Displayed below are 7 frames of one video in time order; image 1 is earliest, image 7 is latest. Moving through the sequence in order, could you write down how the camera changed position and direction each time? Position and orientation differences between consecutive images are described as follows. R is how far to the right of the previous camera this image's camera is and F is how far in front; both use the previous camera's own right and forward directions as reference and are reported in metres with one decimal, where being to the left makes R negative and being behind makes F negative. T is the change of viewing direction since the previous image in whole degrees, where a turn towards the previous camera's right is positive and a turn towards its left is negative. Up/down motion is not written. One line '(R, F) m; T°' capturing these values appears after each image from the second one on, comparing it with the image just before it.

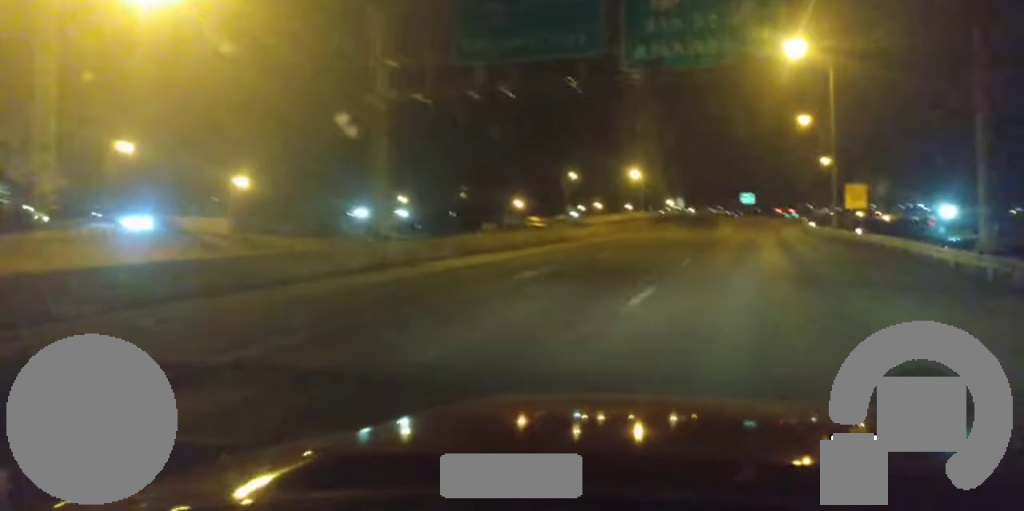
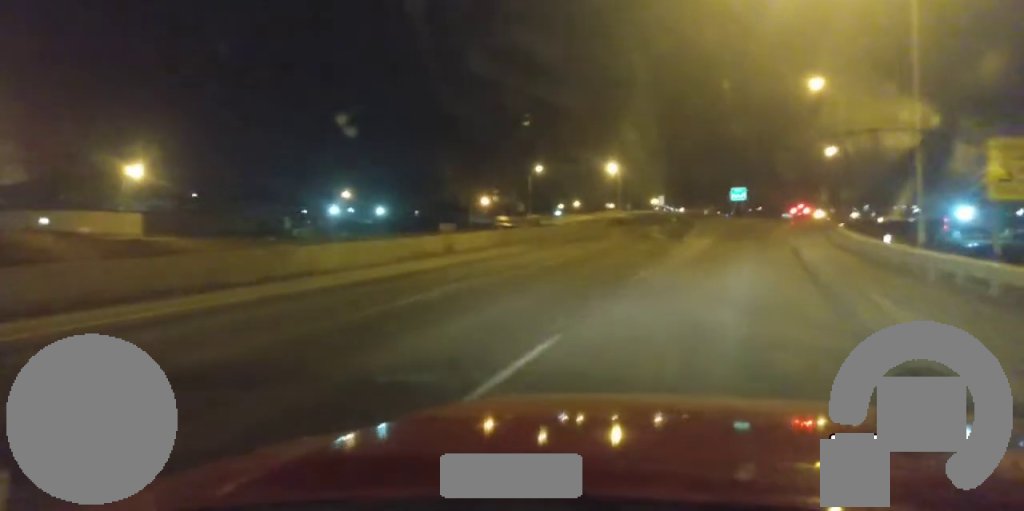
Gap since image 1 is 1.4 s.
(-0.1, +32.8) m; +2°
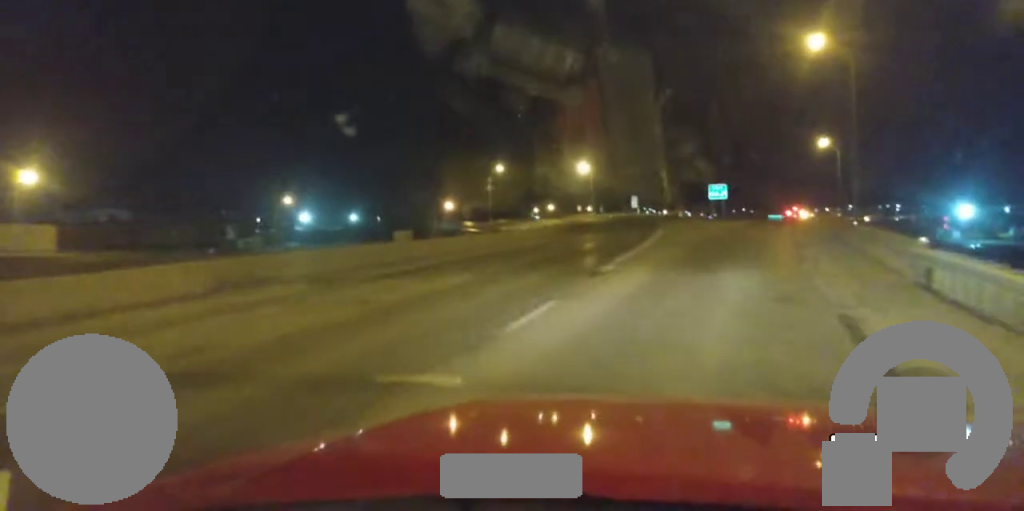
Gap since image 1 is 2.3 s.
(+0.6, +20.8) m; +1°
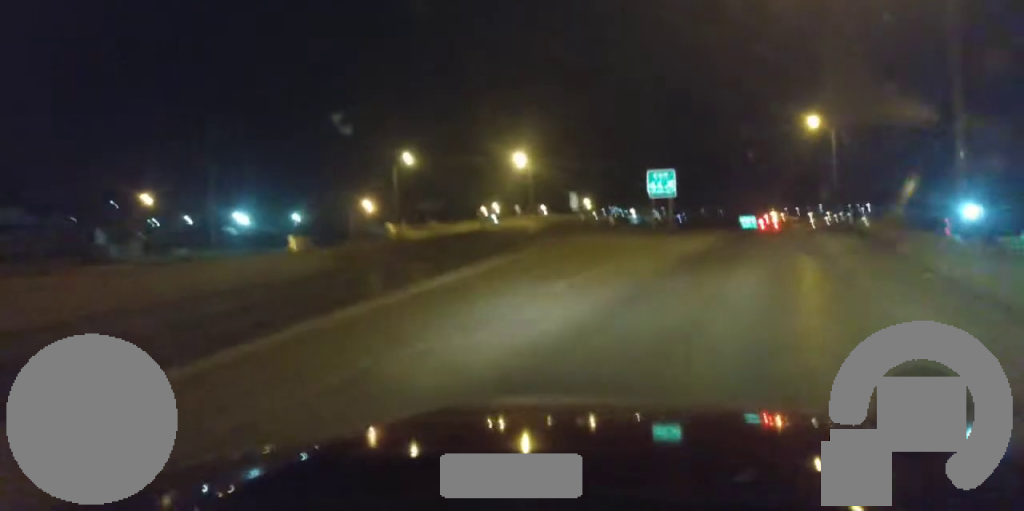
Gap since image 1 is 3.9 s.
(0.0, +35.6) m; +2°
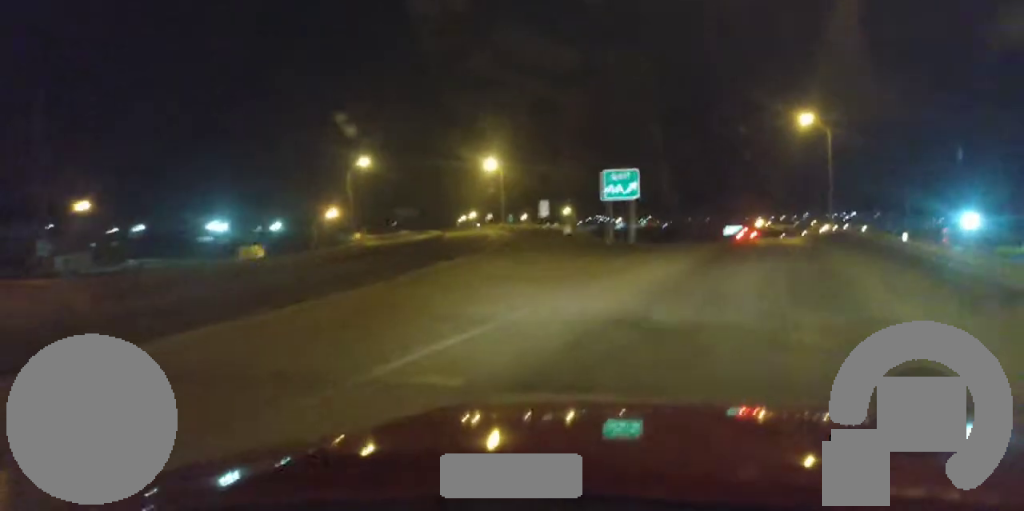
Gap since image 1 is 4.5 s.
(+0.4, +12.9) m; +1°
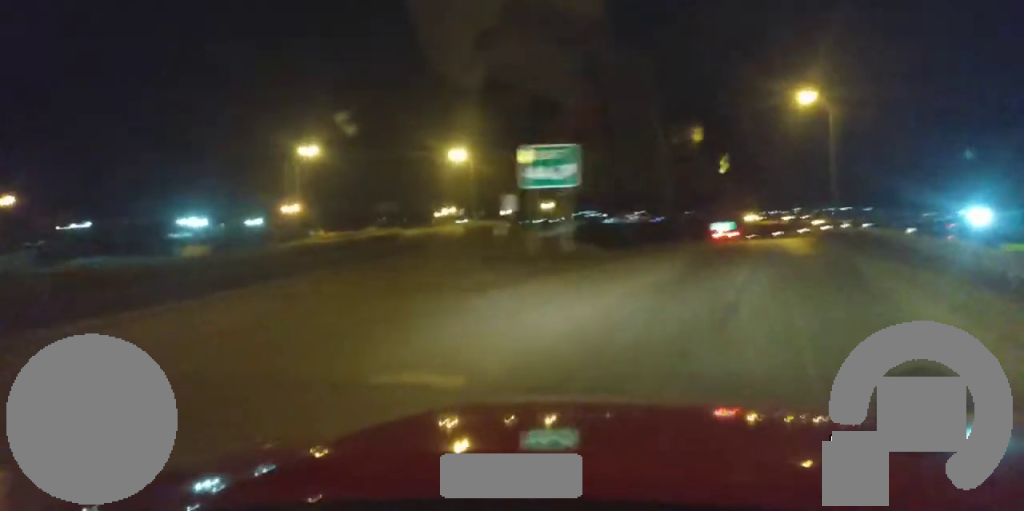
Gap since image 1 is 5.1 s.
(0.0, +13.3) m; 0°
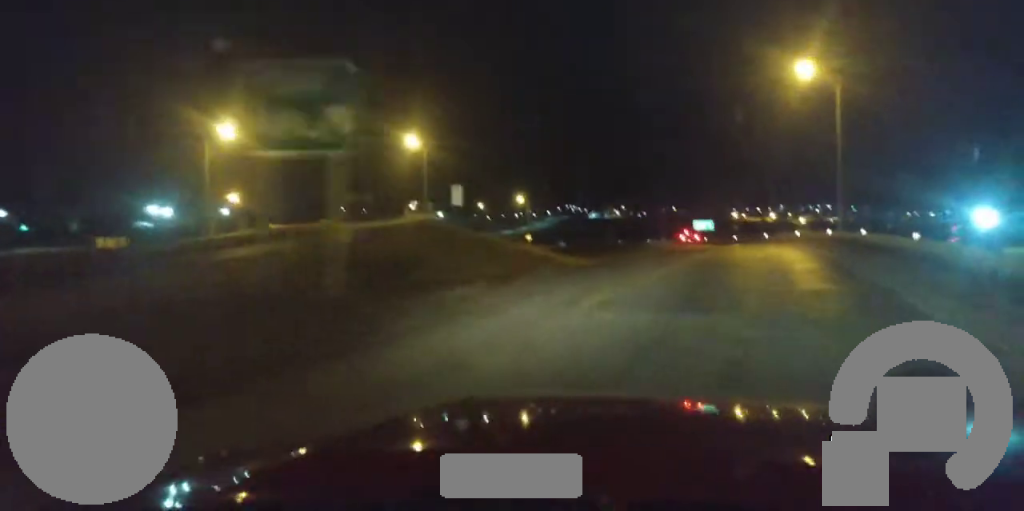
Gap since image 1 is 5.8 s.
(0.0, +15.3) m; 0°
